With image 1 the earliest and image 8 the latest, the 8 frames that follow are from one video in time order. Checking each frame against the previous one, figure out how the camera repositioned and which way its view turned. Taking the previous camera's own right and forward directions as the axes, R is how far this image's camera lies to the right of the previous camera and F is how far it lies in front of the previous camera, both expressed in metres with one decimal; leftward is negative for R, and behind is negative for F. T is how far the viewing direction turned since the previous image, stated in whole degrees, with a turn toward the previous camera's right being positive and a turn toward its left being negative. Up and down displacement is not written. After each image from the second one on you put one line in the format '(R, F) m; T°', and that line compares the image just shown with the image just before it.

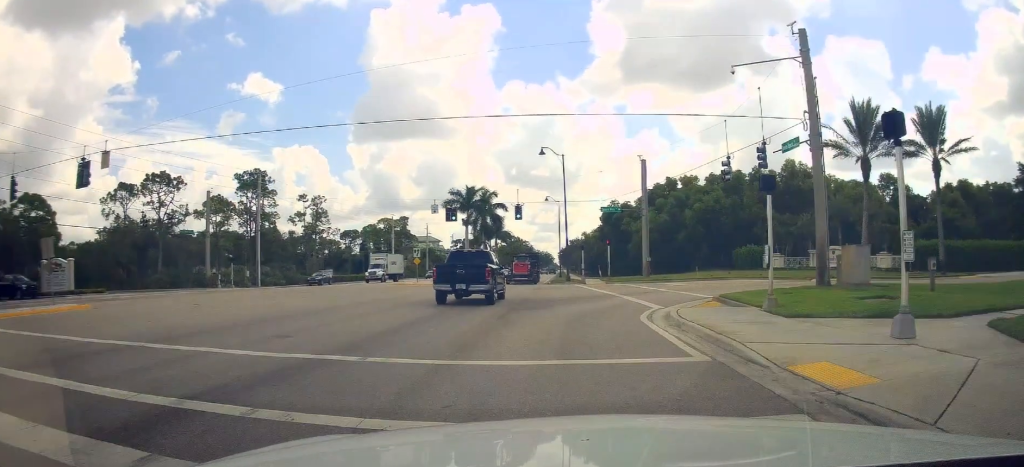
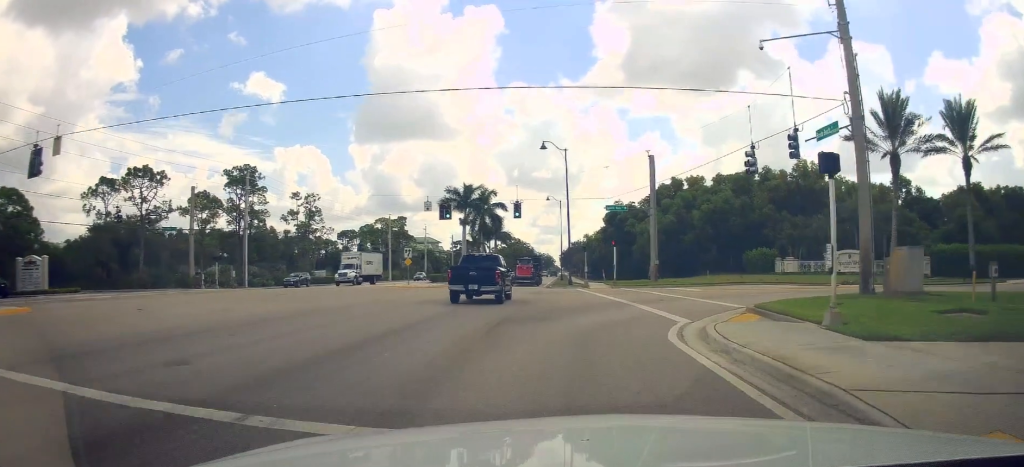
(-0.1, +3.6) m; +3°
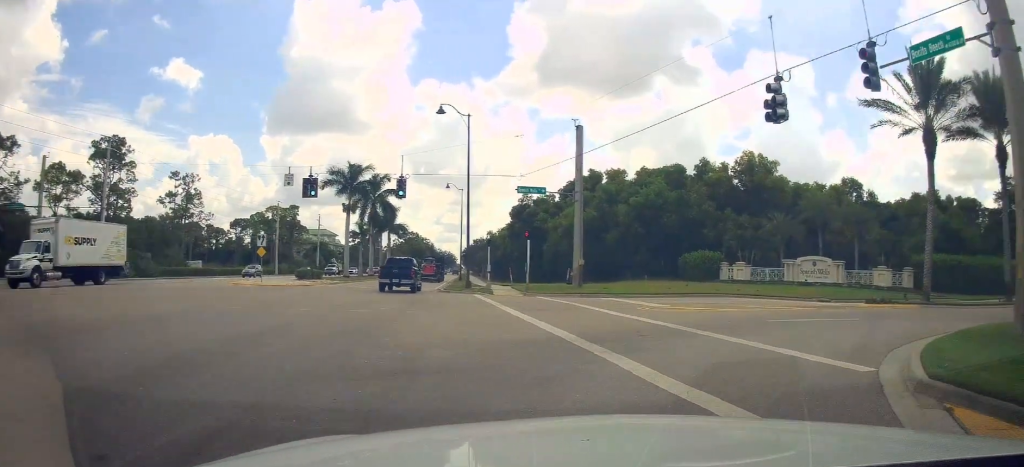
(+1.2, +11.4) m; +16°
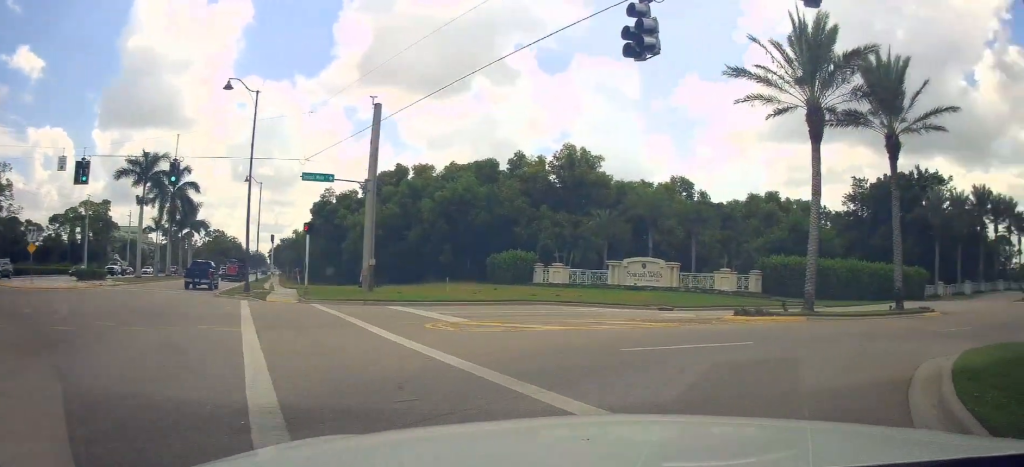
(+0.6, +5.7) m; +7°
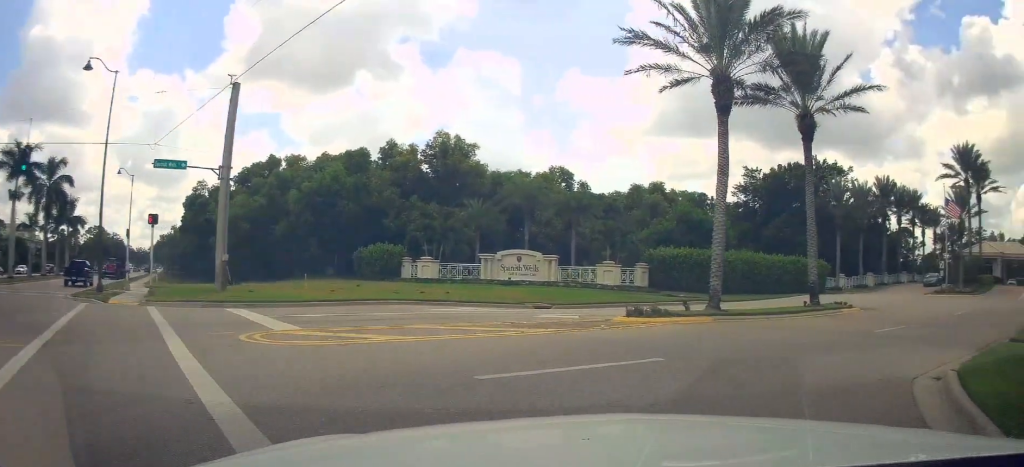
(+0.1, +2.9) m; +11°
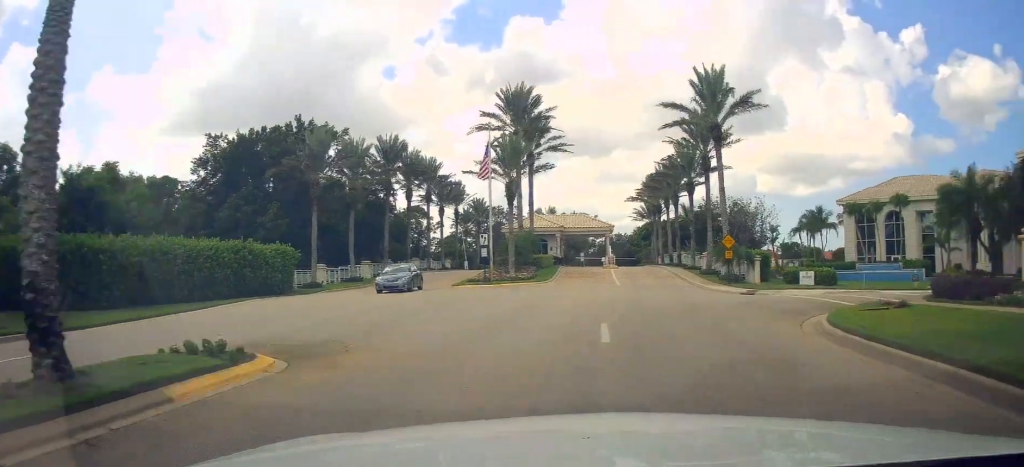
(+8.2, +13.7) m; +41°
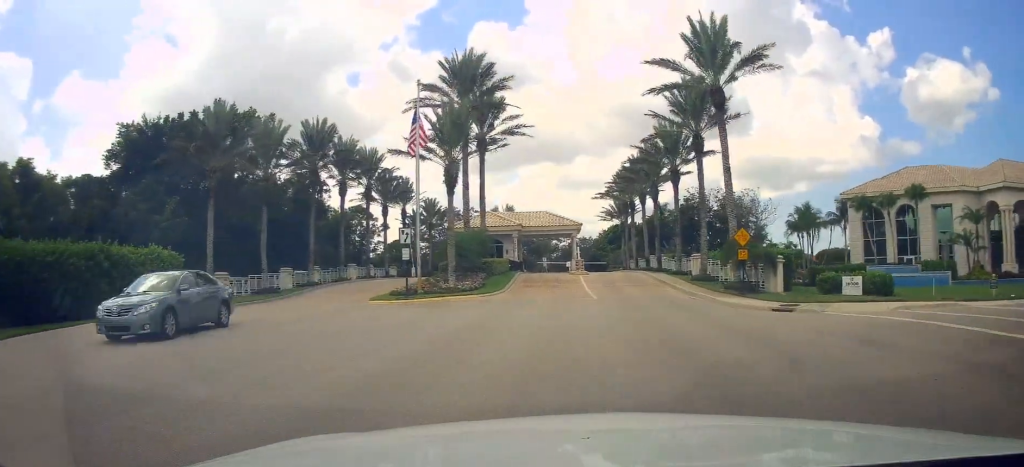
(+0.2, +9.0) m; +6°
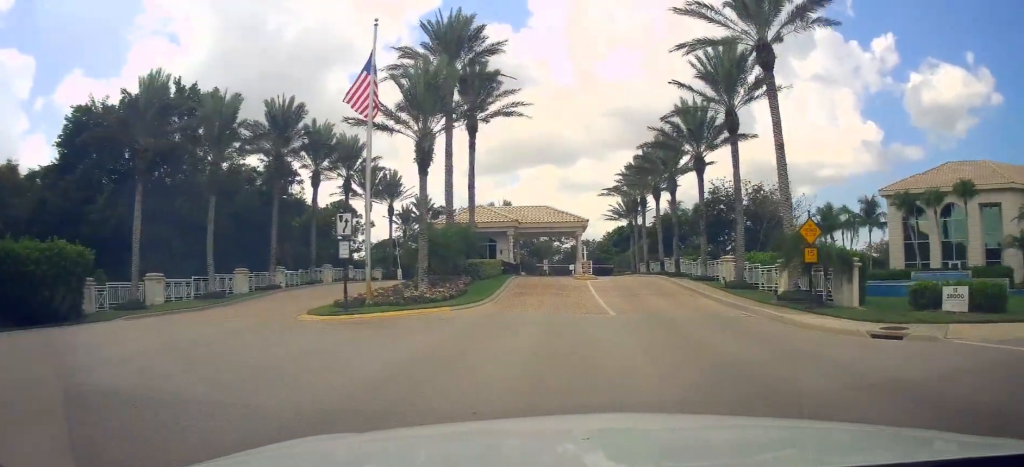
(+0.5, +7.0) m; +4°
